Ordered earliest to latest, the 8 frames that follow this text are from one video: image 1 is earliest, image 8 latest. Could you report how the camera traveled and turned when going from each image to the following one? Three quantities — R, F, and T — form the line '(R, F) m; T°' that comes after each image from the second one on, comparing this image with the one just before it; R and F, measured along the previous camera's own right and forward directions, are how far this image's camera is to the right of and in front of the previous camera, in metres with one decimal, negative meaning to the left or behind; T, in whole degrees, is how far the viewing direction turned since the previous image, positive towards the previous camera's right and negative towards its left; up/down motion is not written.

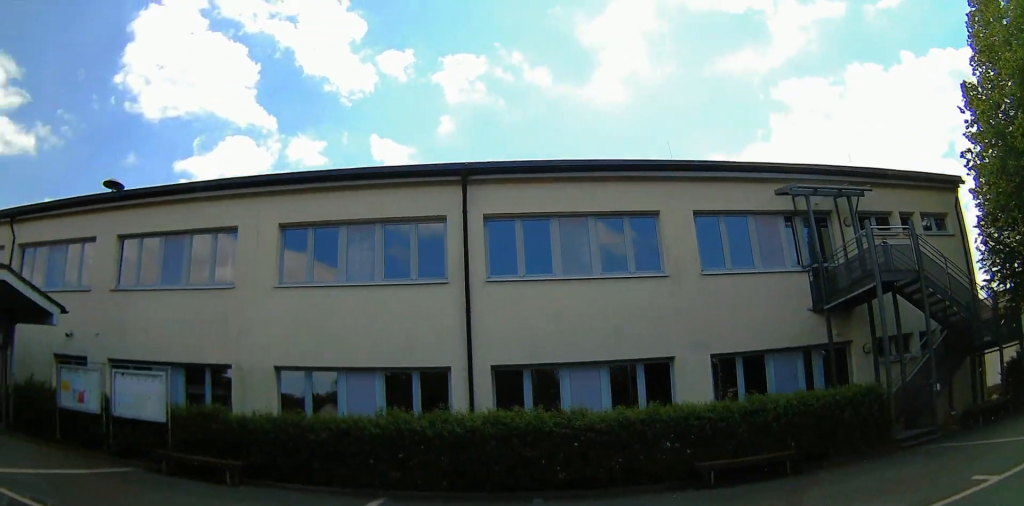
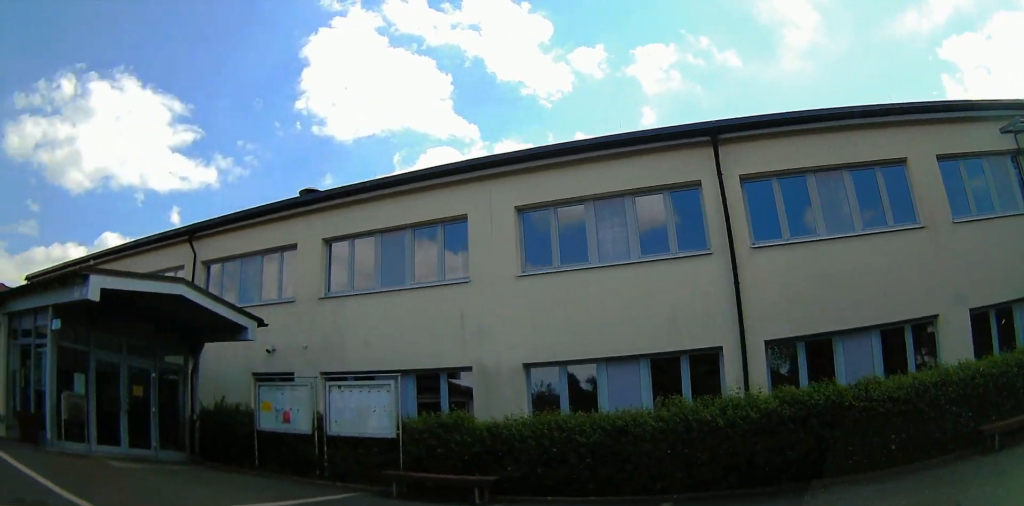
(+0.1, +1.3) m; -10°
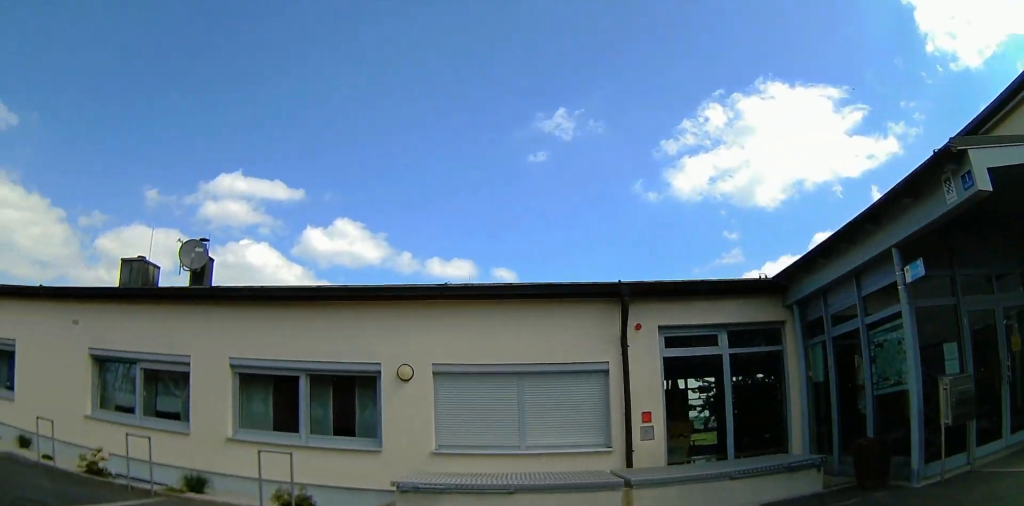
(-2.5, +2.8) m; -71°
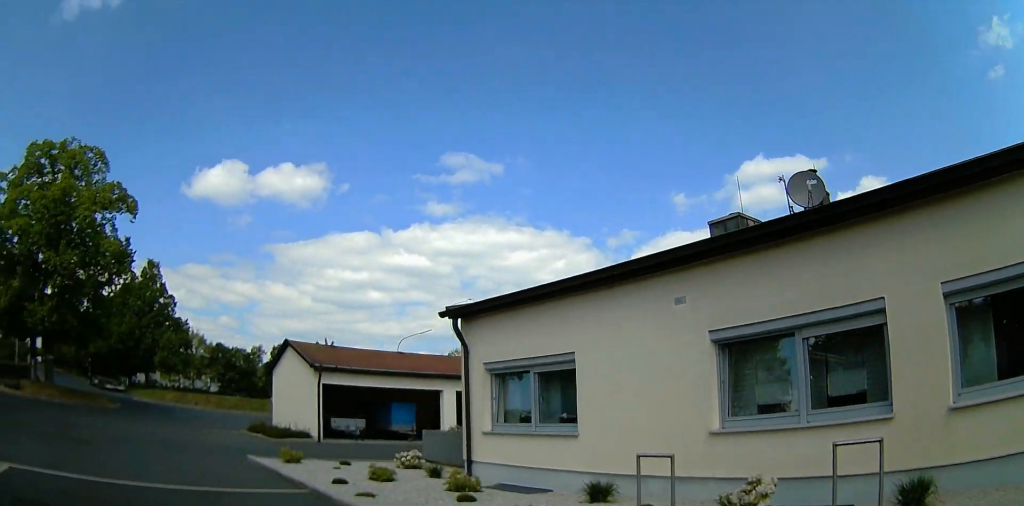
(-1.2, +4.0) m; -40°
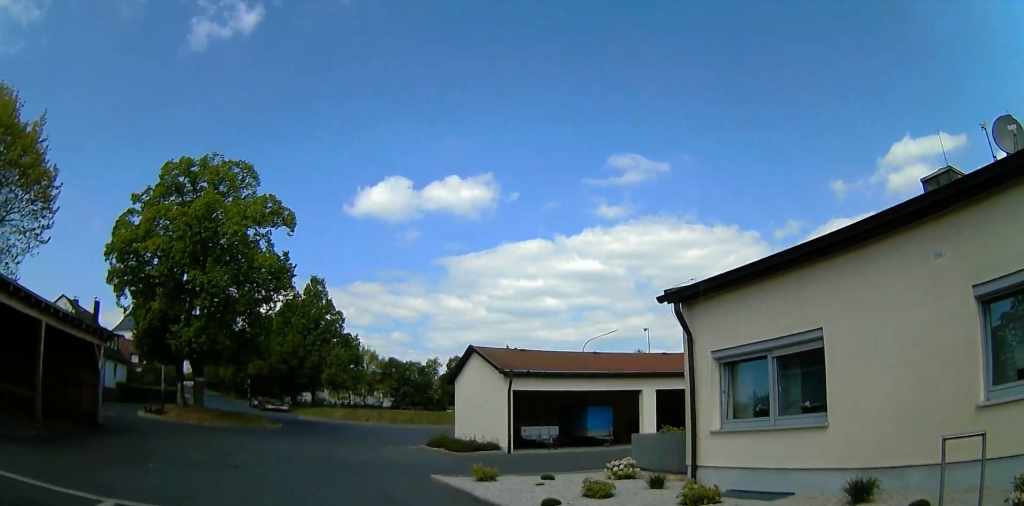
(-0.2, +1.5) m; -15°
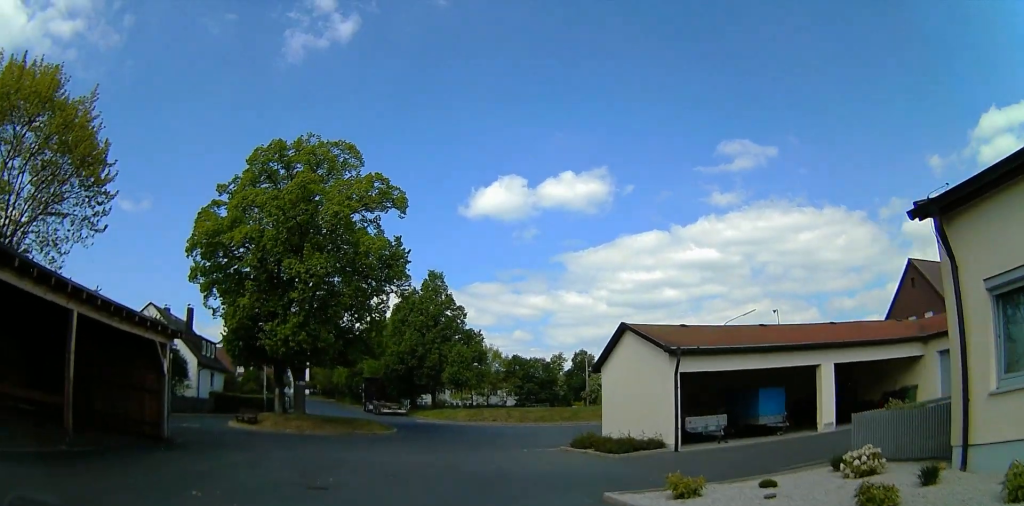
(-1.0, +3.2) m; -17°
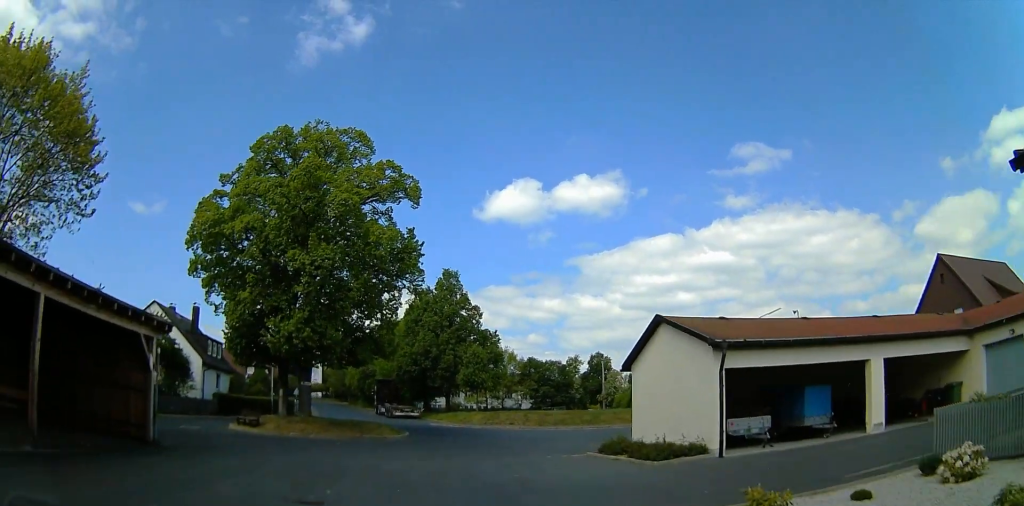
(0.0, +1.9) m; +2°
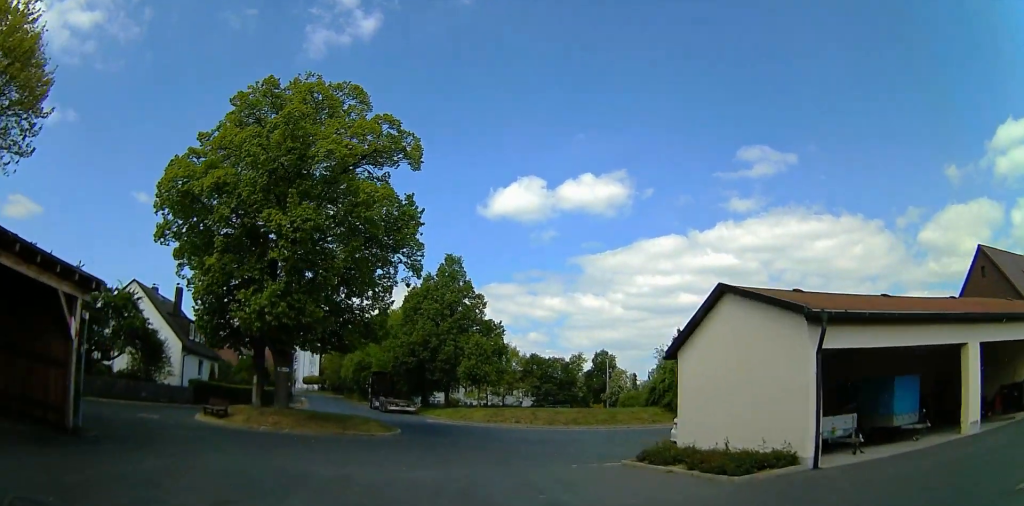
(+0.2, +4.5) m; +4°
